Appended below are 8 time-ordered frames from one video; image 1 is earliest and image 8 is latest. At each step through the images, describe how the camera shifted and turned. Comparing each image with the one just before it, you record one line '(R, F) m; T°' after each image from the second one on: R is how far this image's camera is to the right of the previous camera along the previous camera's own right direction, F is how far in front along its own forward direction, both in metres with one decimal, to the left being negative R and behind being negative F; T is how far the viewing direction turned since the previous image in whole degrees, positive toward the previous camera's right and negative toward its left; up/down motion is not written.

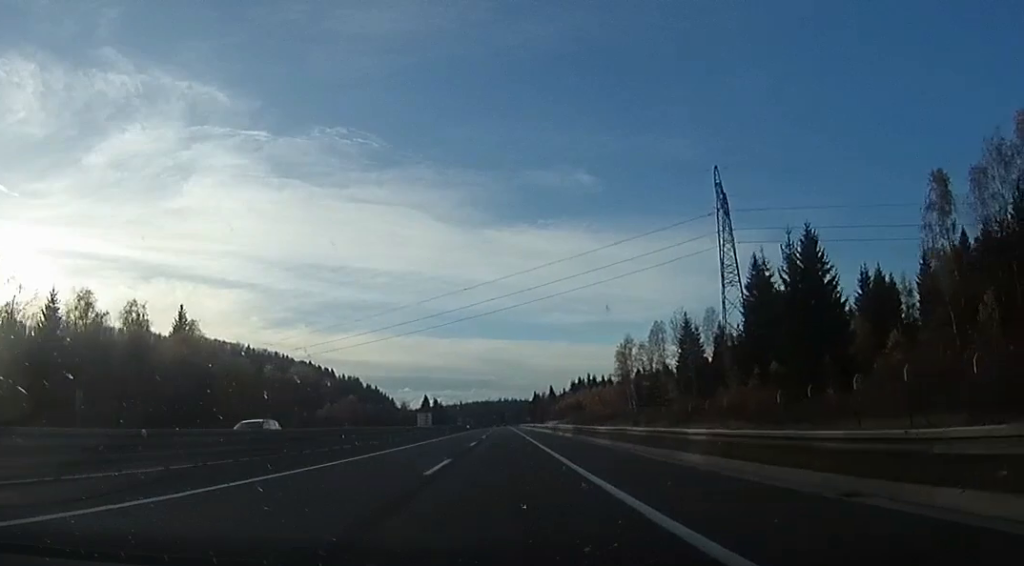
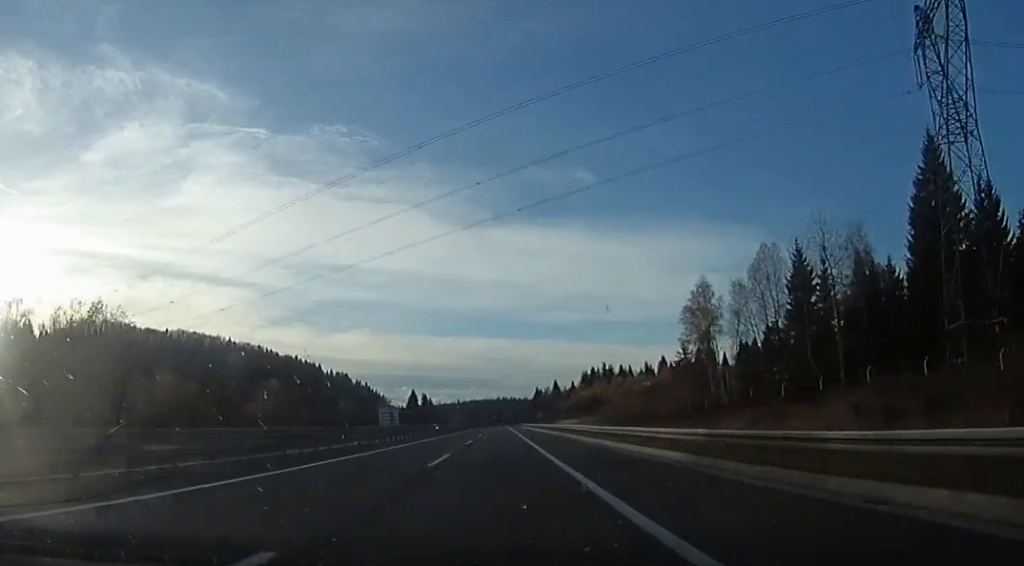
(0.0, +51.2) m; 0°
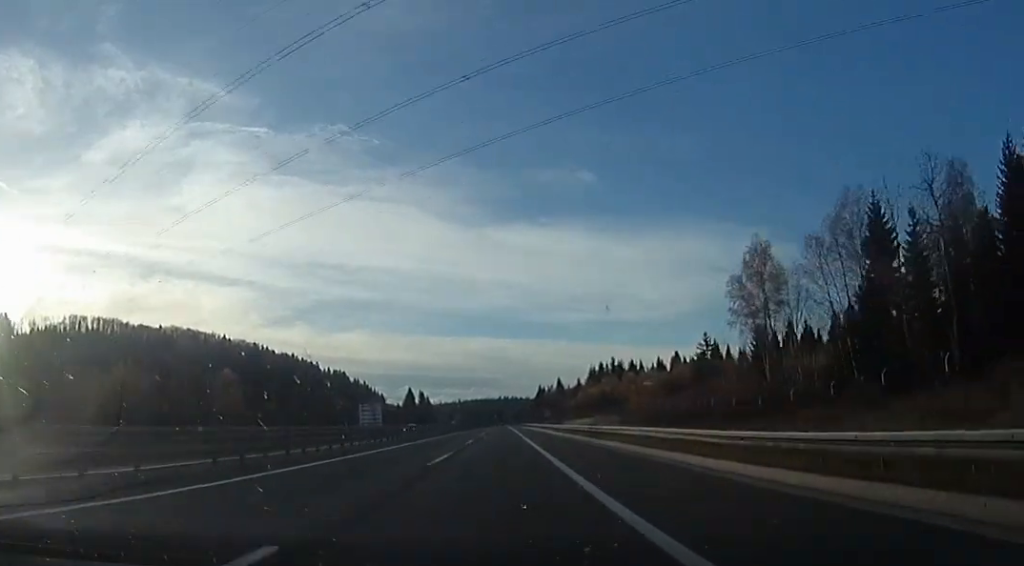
(0.0, +17.7) m; 0°
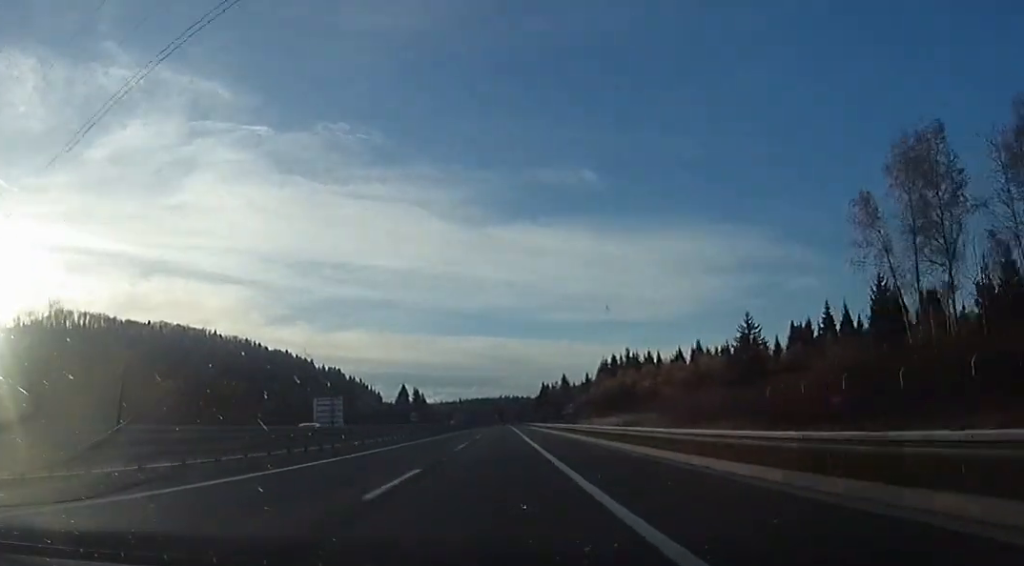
(0.0, +25.8) m; 0°
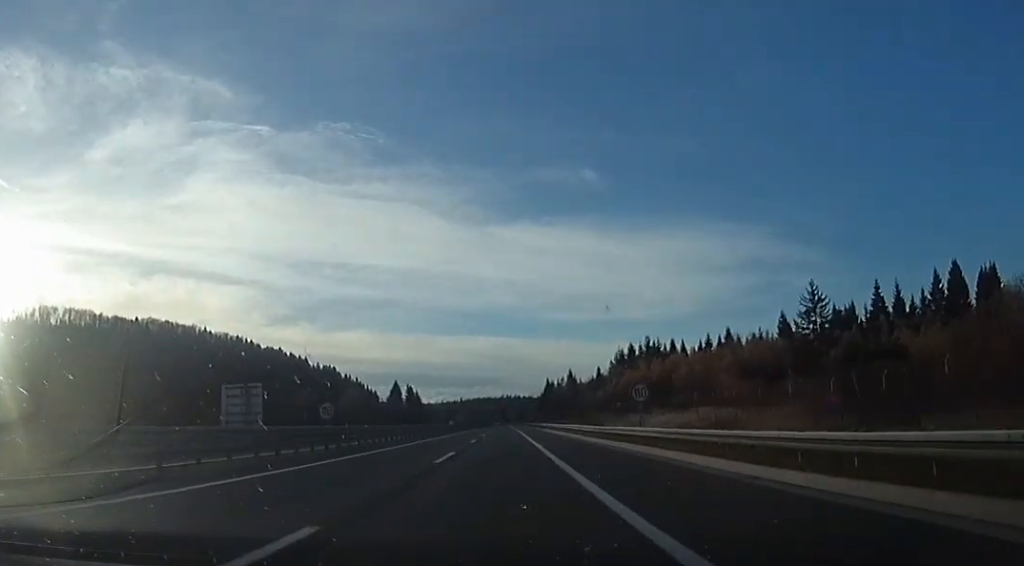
(0.0, +27.3) m; 0°
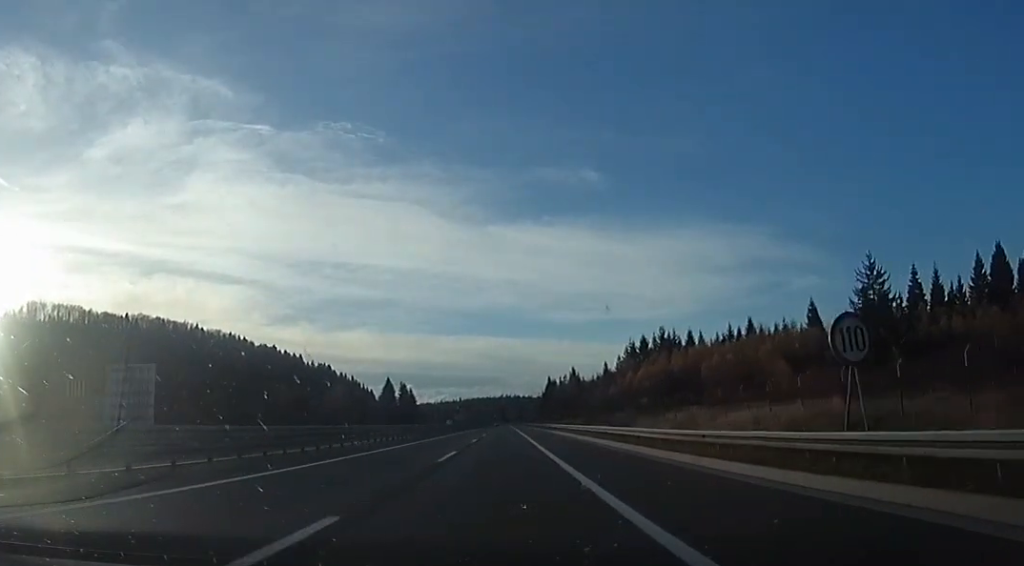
(-0.1, +17.2) m; 0°
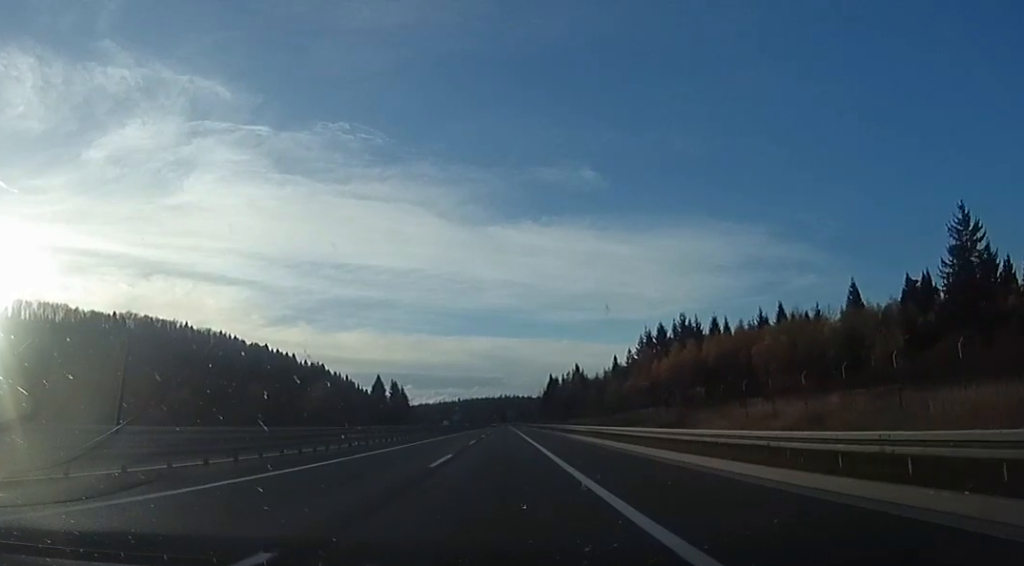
(0.0, +20.0) m; 0°
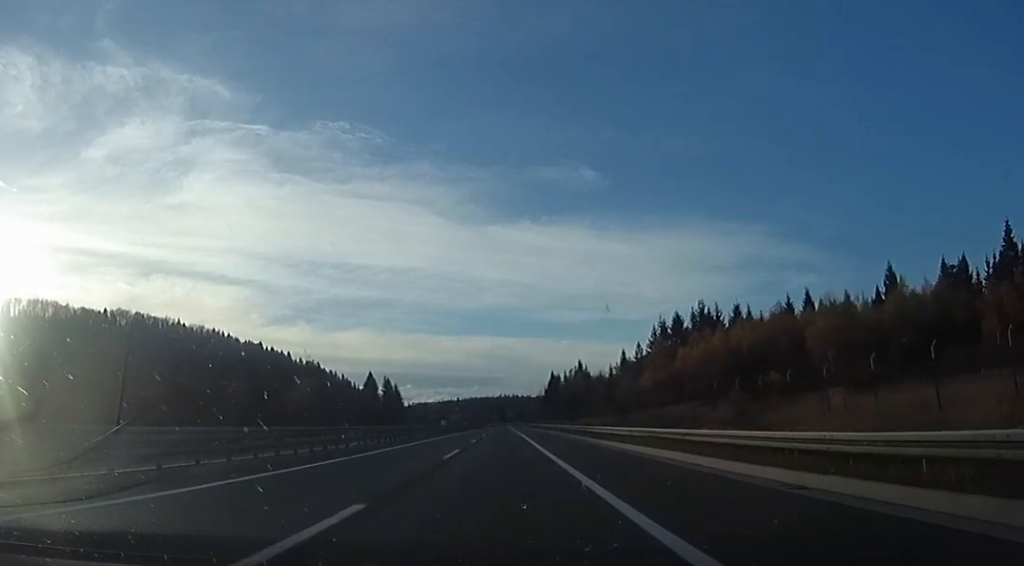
(0.0, +14.3) m; 0°
